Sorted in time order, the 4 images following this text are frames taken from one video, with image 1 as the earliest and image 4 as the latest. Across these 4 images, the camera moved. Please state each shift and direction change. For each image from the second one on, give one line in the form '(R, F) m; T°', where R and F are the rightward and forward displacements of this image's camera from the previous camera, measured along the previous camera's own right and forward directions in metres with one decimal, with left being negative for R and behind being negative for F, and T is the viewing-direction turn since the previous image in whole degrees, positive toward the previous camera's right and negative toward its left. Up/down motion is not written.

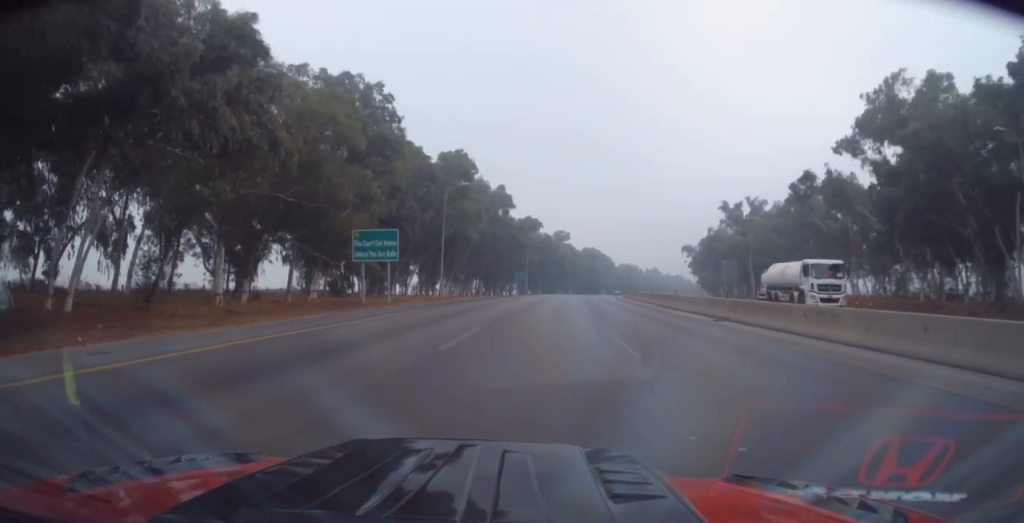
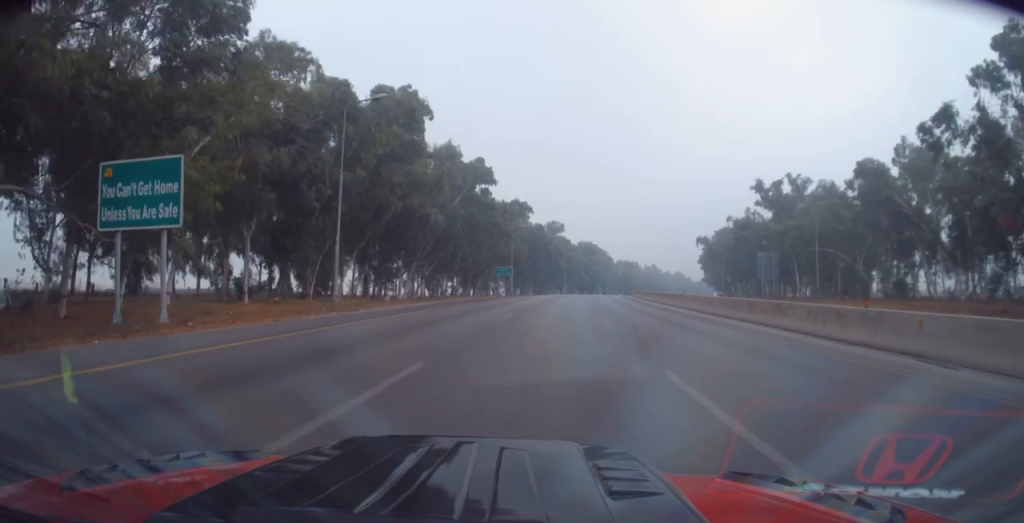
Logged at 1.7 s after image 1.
(0.0, +24.3) m; -1°
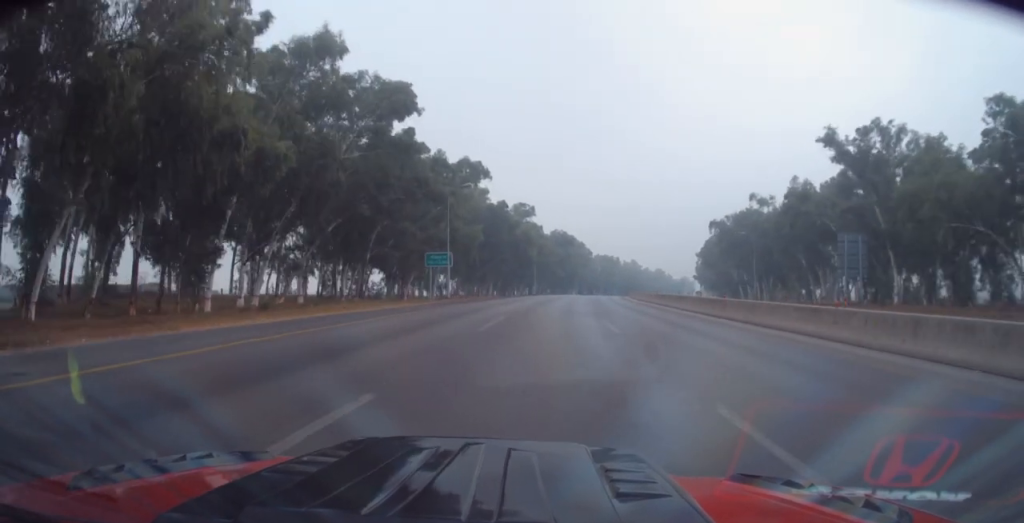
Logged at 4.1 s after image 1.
(+1.2, +34.2) m; +3°
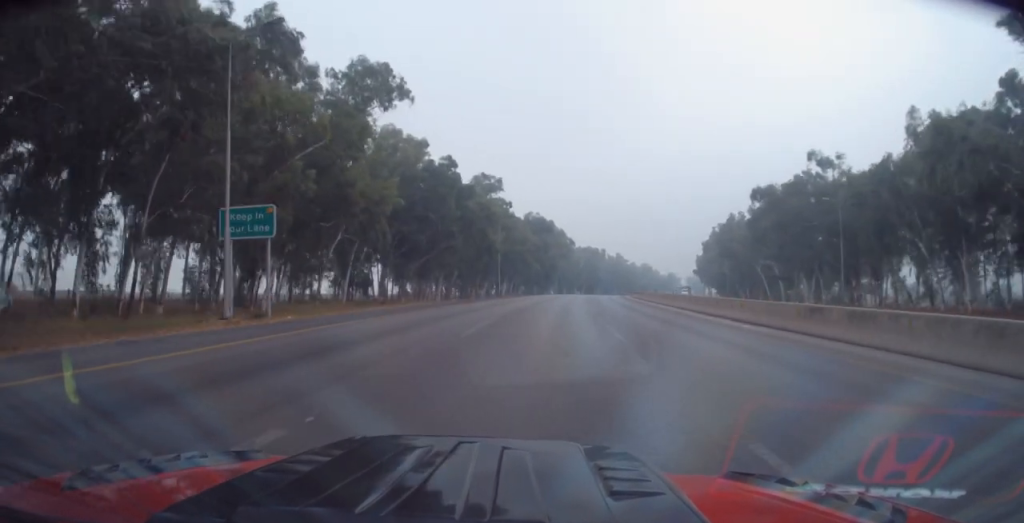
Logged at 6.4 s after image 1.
(+1.2, +33.6) m; +4°
